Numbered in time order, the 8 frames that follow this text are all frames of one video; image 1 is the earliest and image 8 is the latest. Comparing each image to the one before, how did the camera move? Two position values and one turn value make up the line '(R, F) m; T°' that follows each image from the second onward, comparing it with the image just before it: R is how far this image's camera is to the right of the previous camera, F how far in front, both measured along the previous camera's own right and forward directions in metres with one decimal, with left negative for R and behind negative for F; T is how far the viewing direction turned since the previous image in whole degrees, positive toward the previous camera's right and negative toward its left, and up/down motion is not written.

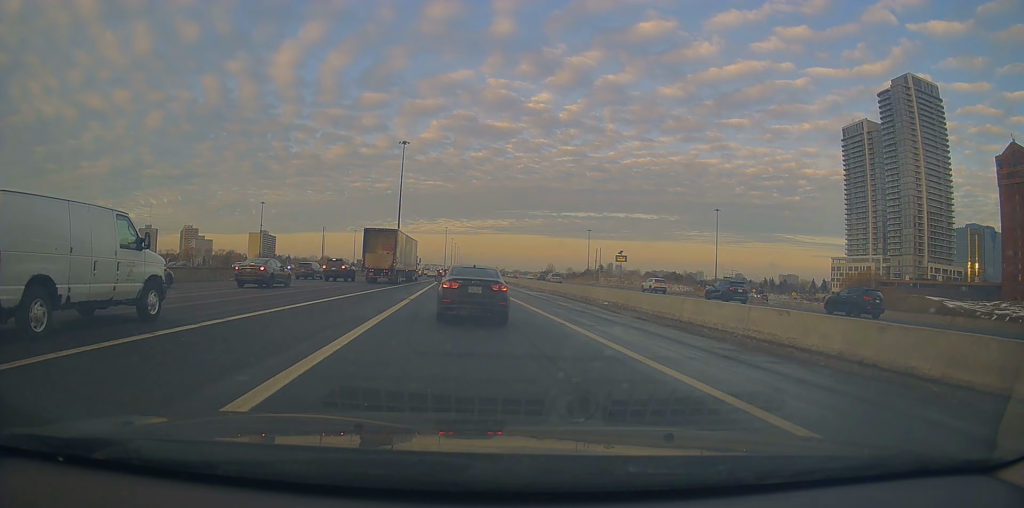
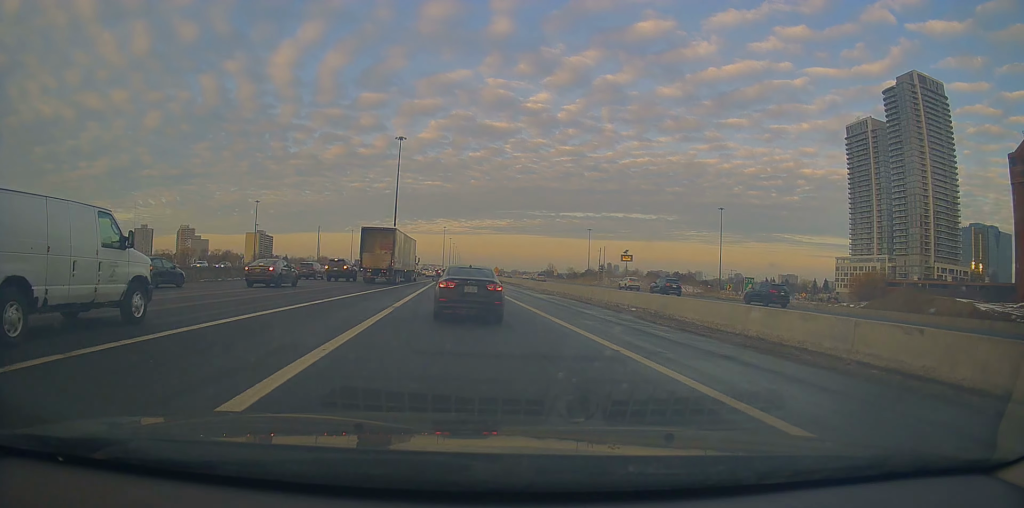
(-0.4, +5.7) m; -1°
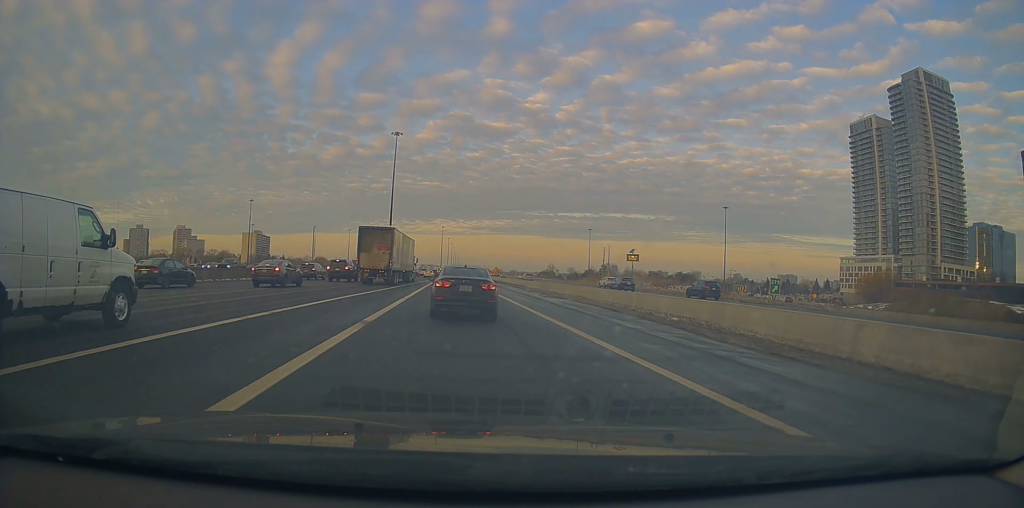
(+0.3, +5.7) m; -1°
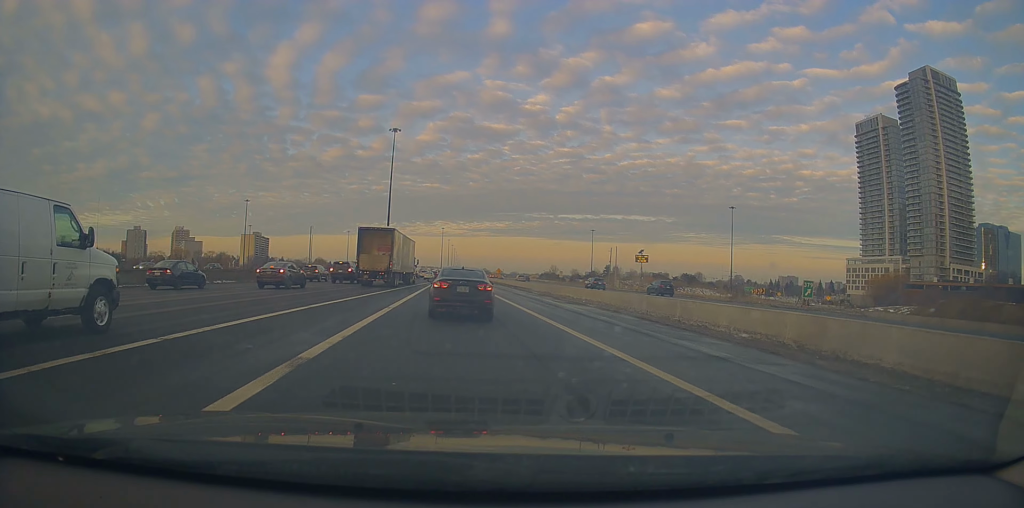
(0.0, +5.6) m; 0°
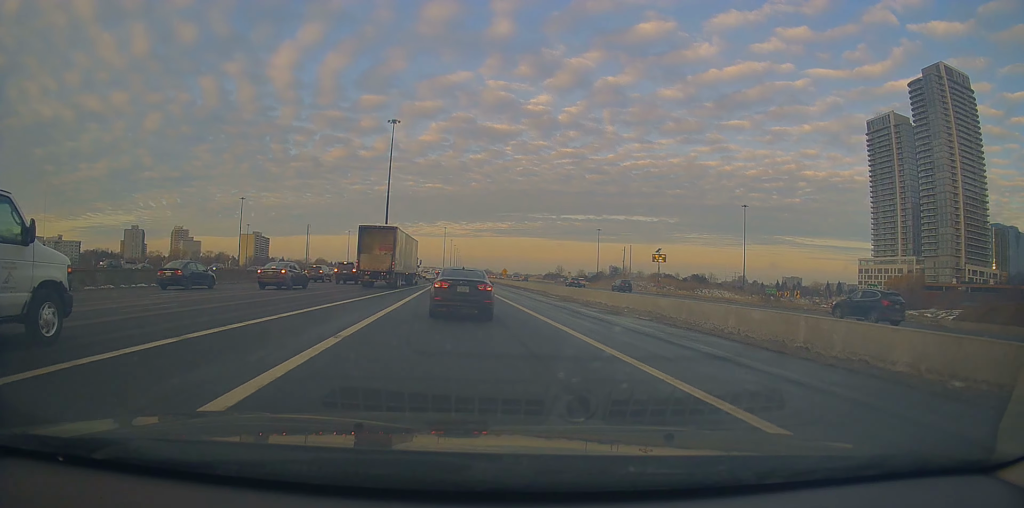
(-0.2, +8.1) m; +2°
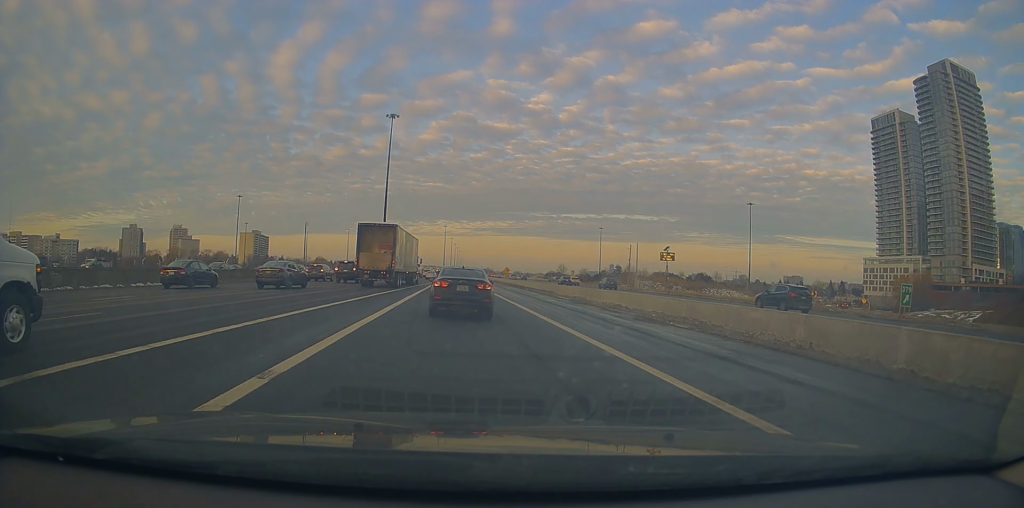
(+0.3, +3.9) m; +2°
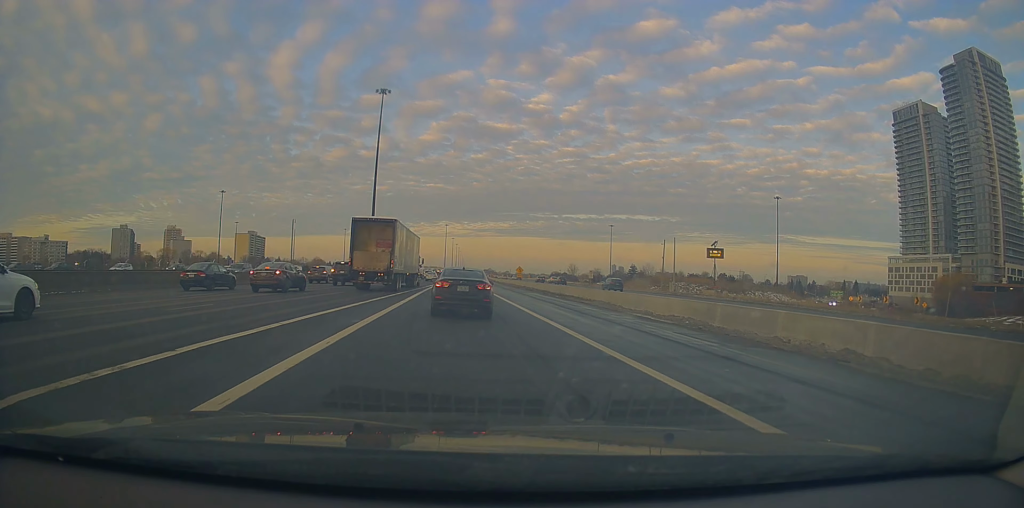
(-1.1, +19.1) m; -4°
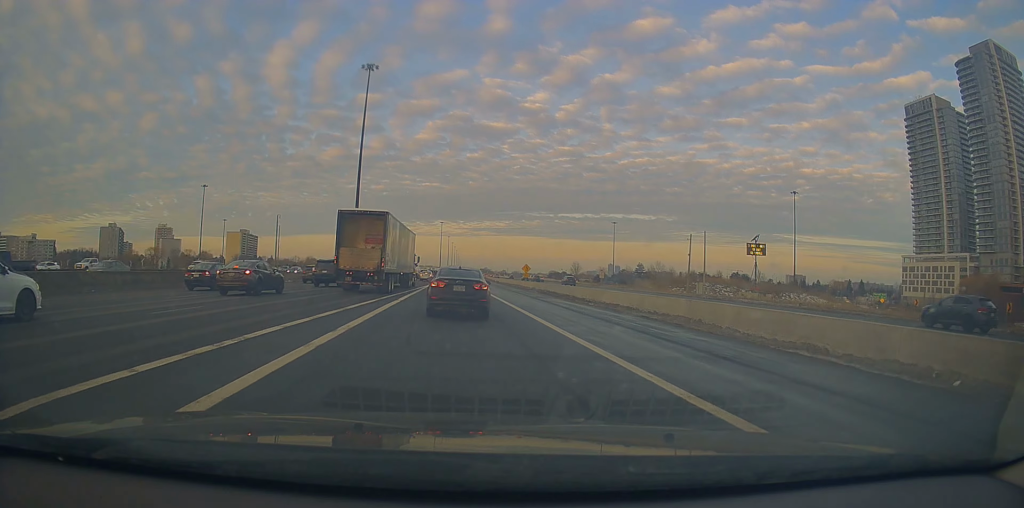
(+0.3, +13.0) m; 0°
